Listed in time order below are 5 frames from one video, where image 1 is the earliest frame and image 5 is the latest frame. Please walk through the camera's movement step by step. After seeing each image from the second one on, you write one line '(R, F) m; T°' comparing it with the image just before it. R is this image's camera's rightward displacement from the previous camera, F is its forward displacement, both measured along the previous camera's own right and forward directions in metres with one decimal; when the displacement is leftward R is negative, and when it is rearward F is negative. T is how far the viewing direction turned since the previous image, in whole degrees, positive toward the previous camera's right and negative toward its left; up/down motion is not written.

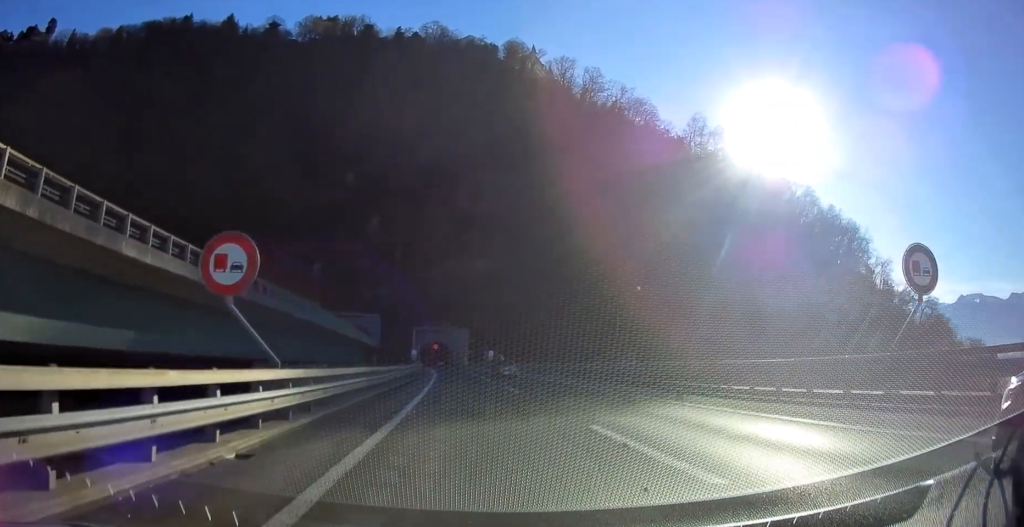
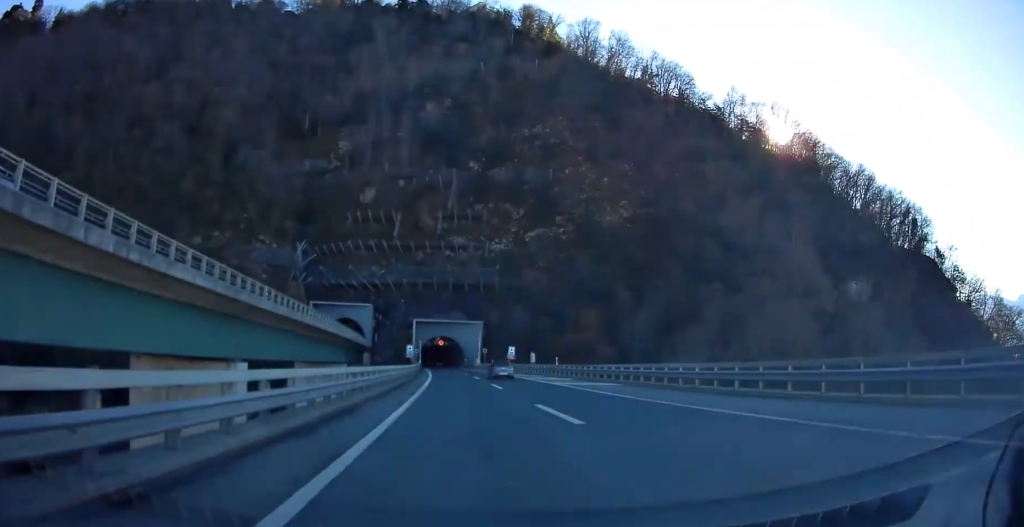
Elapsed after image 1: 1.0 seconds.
(-0.2, +29.3) m; -1°
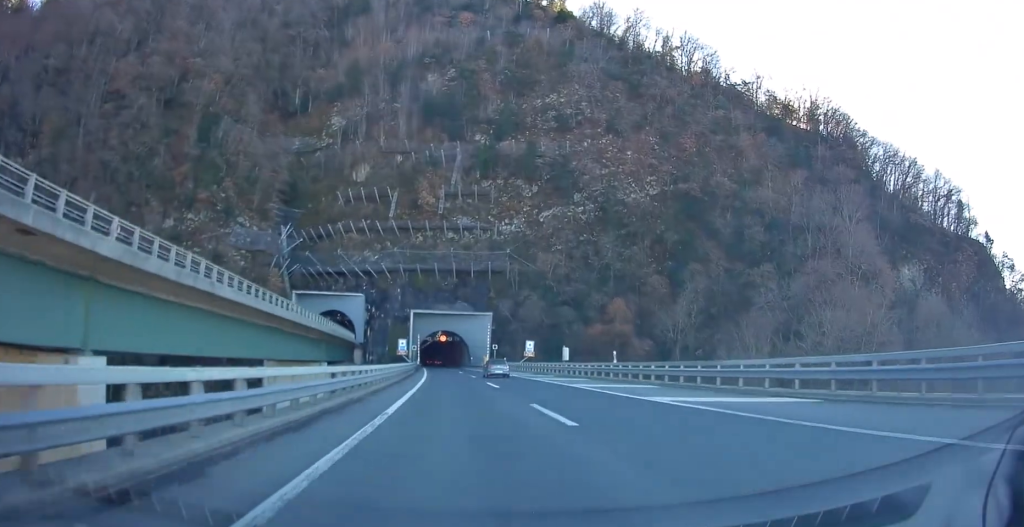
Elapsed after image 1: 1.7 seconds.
(-0.1, +18.8) m; -1°
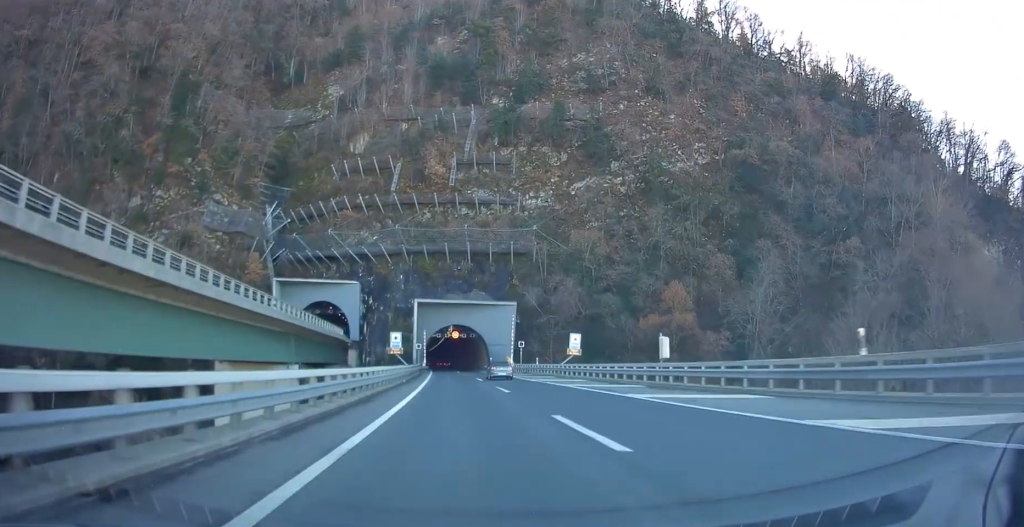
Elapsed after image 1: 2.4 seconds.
(-0.2, +20.7) m; -1°
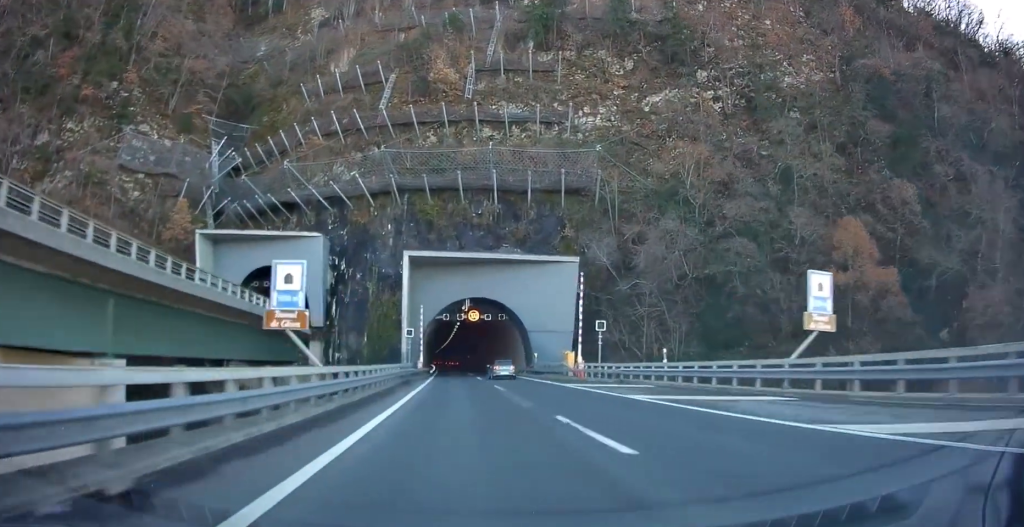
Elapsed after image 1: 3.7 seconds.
(-0.3, +35.8) m; -1°
